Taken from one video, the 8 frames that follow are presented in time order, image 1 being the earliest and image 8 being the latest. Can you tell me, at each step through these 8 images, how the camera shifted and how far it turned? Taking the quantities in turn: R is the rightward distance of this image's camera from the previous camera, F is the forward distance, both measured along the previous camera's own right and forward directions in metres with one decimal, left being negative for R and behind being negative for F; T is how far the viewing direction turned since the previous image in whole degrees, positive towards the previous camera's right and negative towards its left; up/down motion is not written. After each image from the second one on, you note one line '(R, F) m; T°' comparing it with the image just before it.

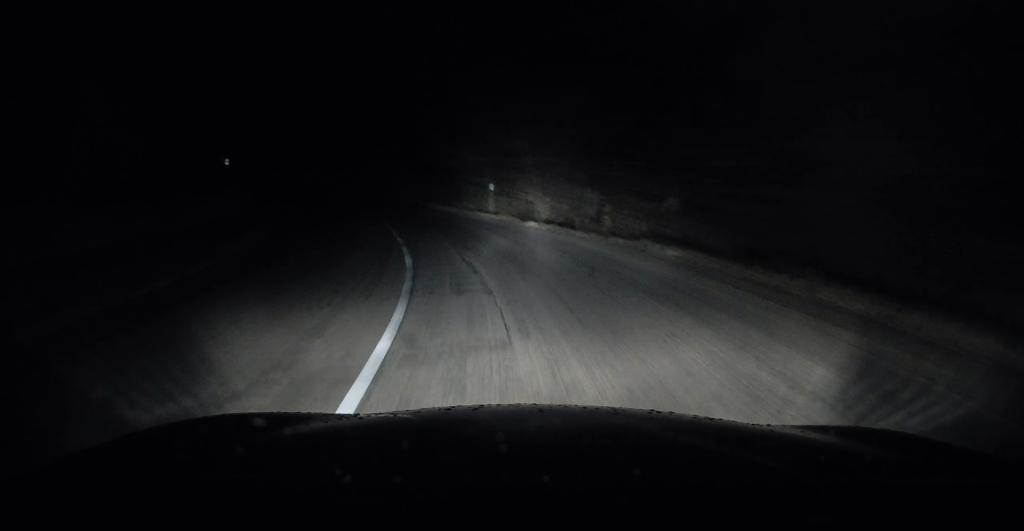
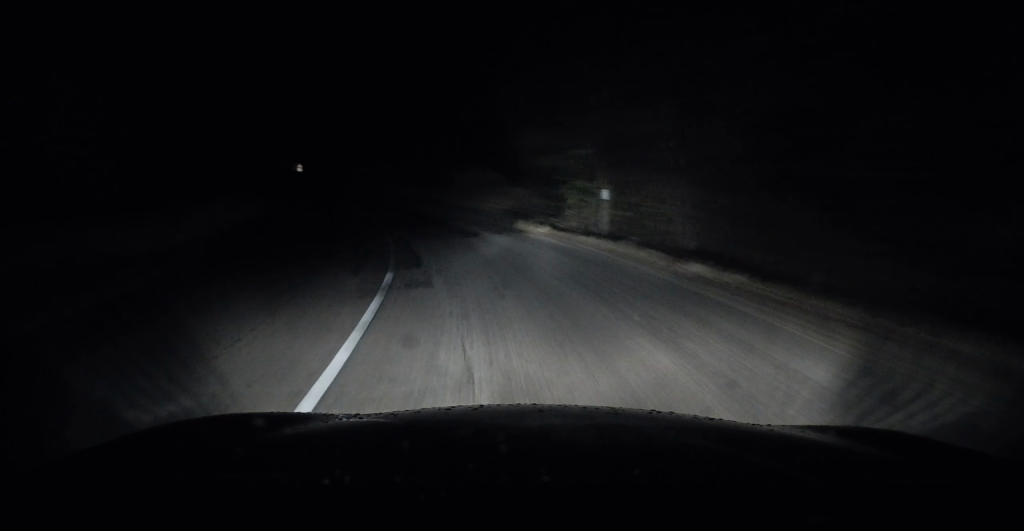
(-0.8, +11.0) m; -9°
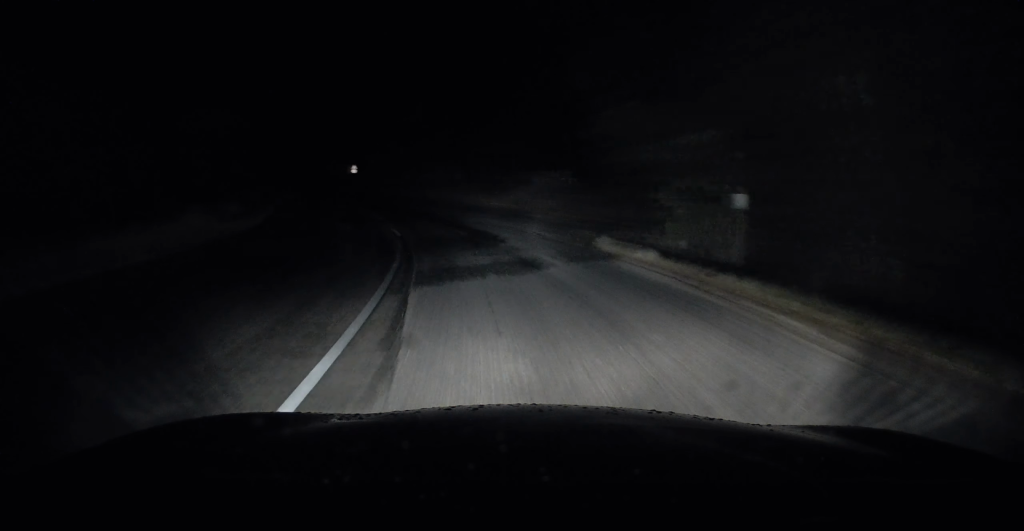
(-0.4, +7.1) m; -6°
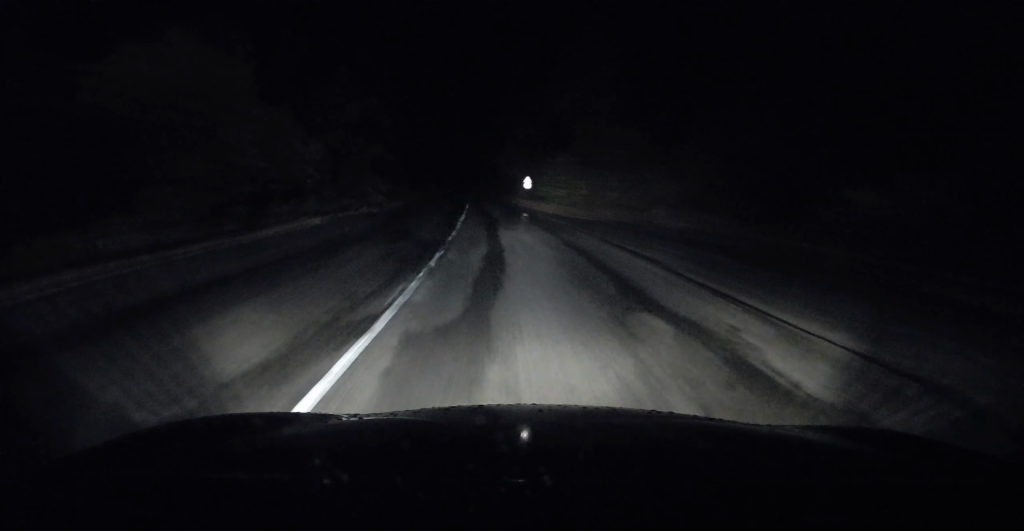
(-4.6, +25.3) m; -19°
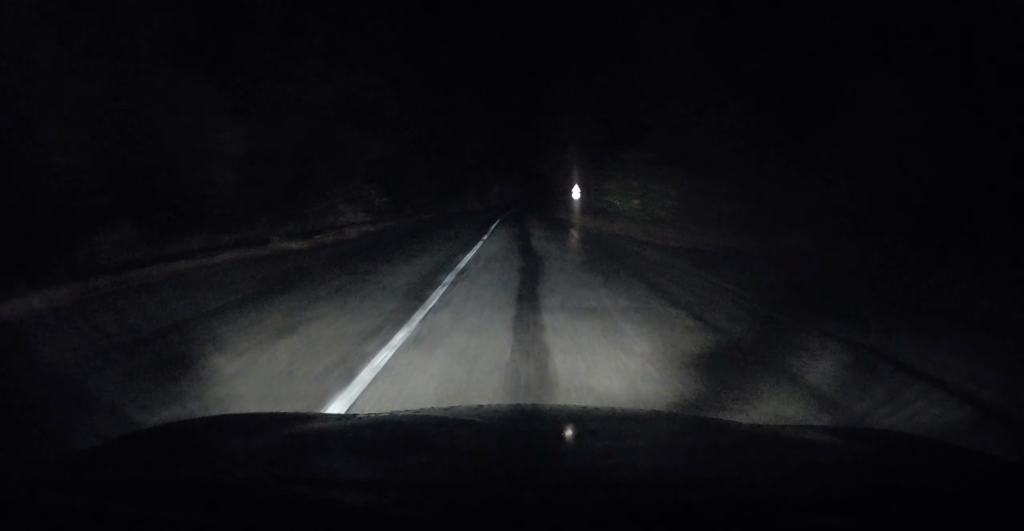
(-0.8, +13.3) m; -5°
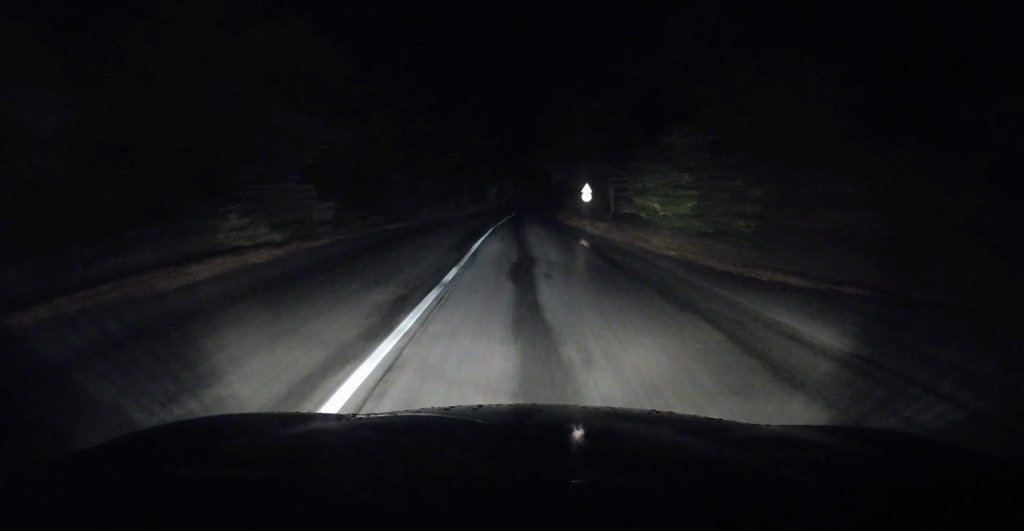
(-0.2, +9.1) m; -1°
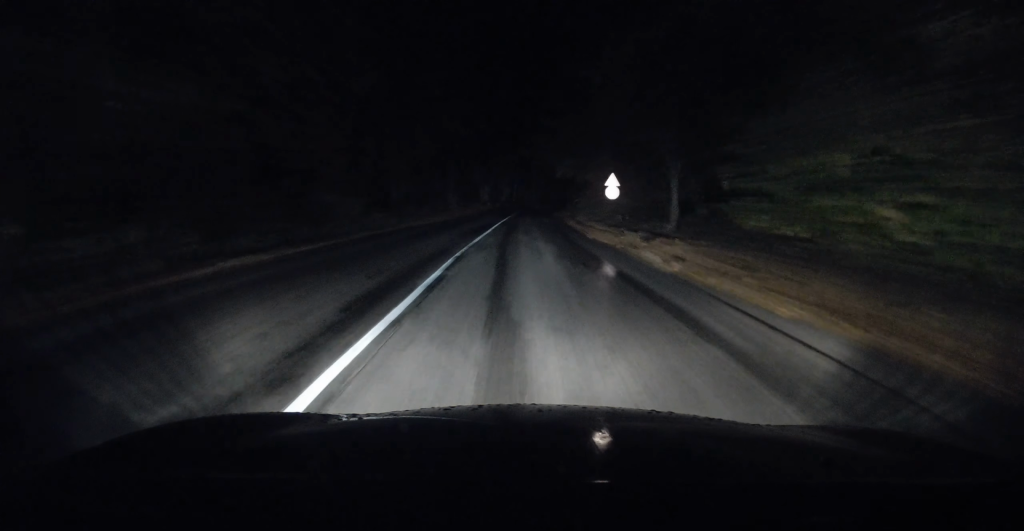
(-0.2, +14.2) m; -1°
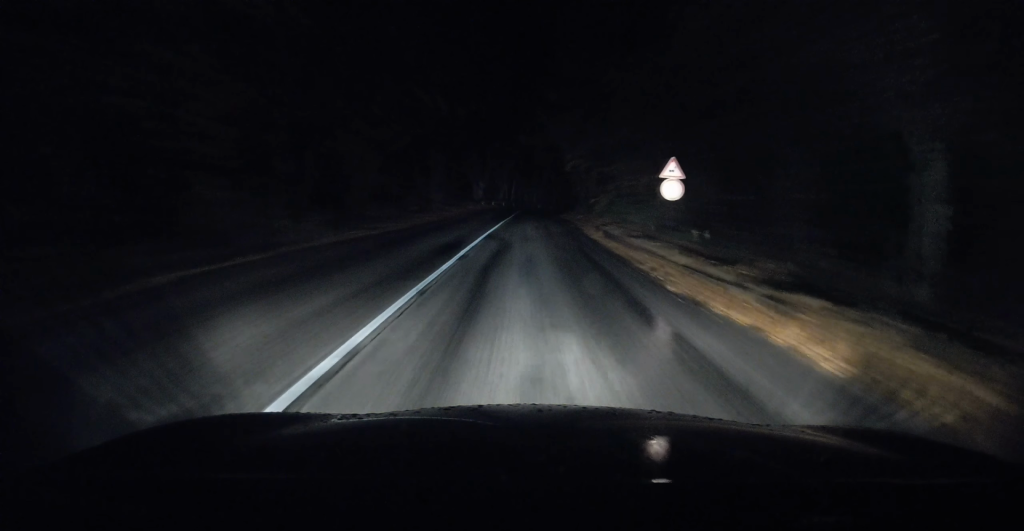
(-0.1, +12.3) m; 0°
